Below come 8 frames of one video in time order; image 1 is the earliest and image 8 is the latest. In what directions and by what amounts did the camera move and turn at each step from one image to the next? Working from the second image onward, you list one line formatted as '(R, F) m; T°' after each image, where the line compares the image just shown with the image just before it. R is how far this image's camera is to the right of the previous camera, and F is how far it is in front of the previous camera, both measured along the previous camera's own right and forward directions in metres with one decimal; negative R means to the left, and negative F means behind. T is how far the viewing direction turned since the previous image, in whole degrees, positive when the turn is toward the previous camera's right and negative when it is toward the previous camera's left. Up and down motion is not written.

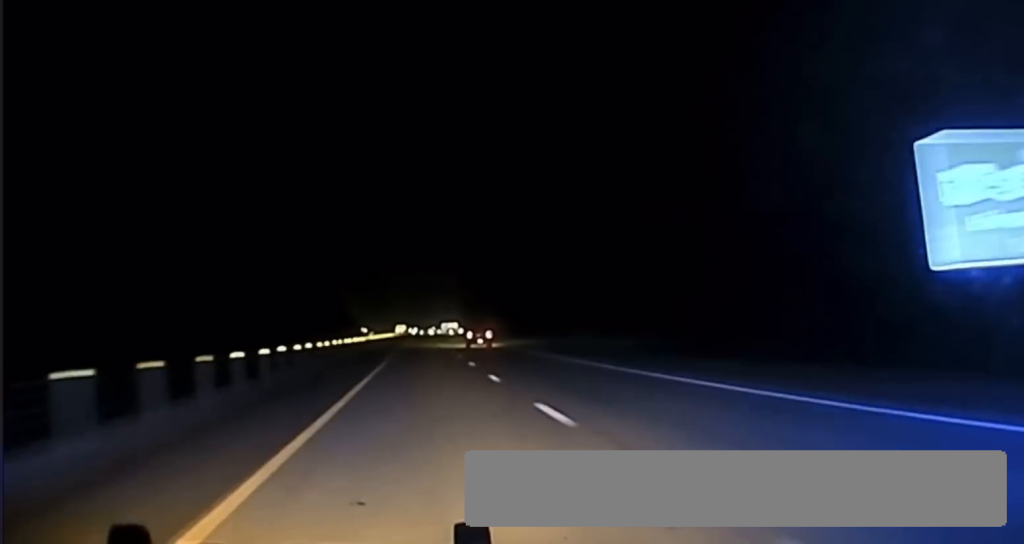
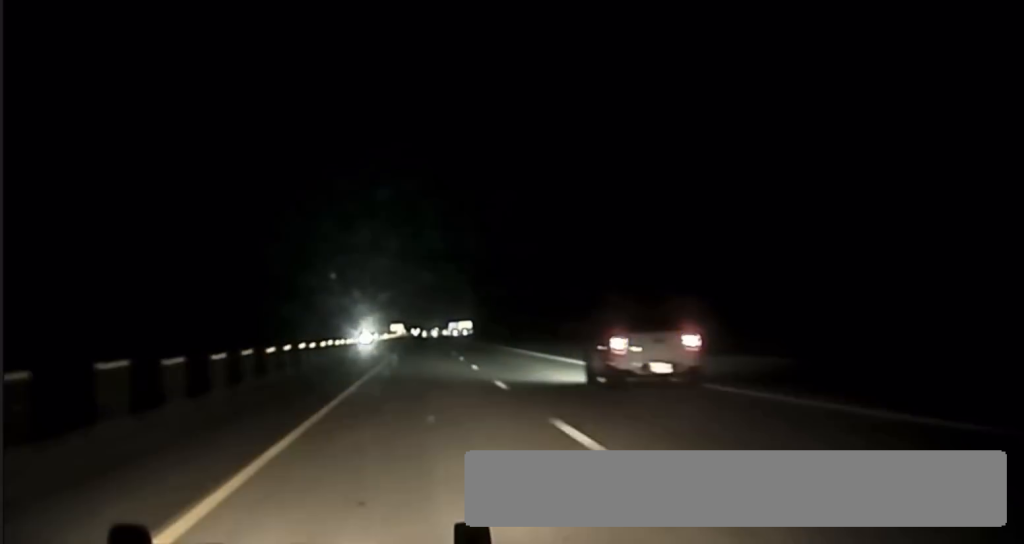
(0.0, +105.1) m; 0°
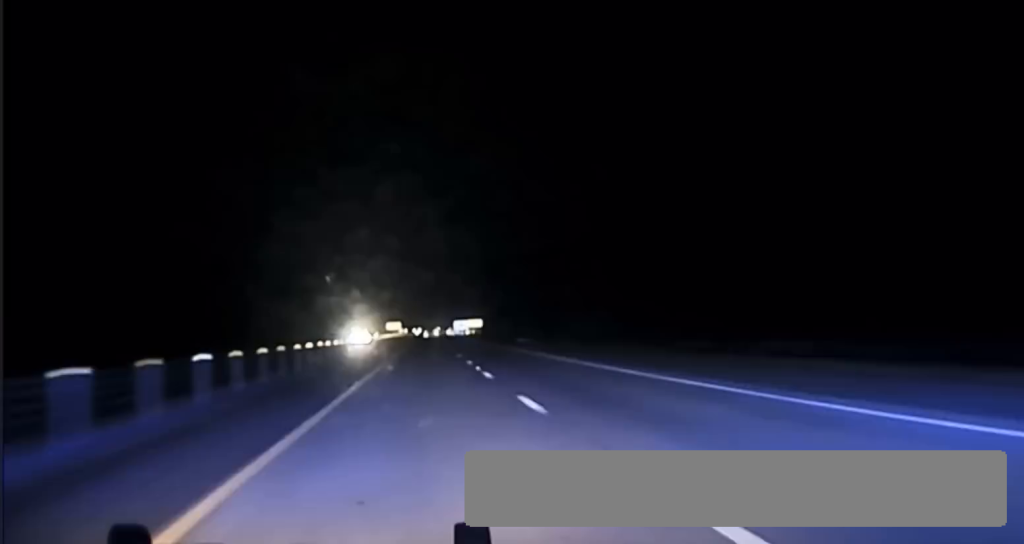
(0.0, +56.0) m; 0°
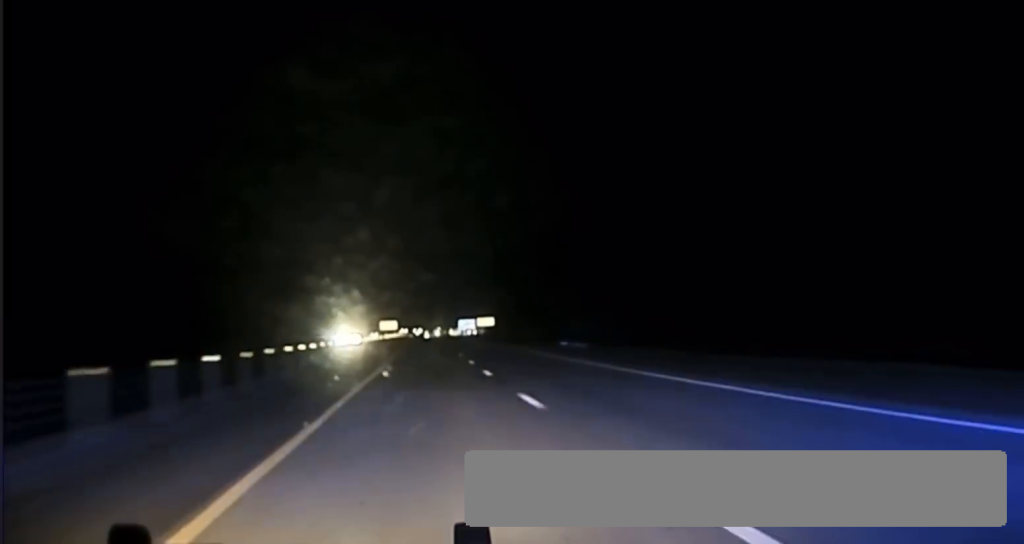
(+0.1, +52.0) m; 0°
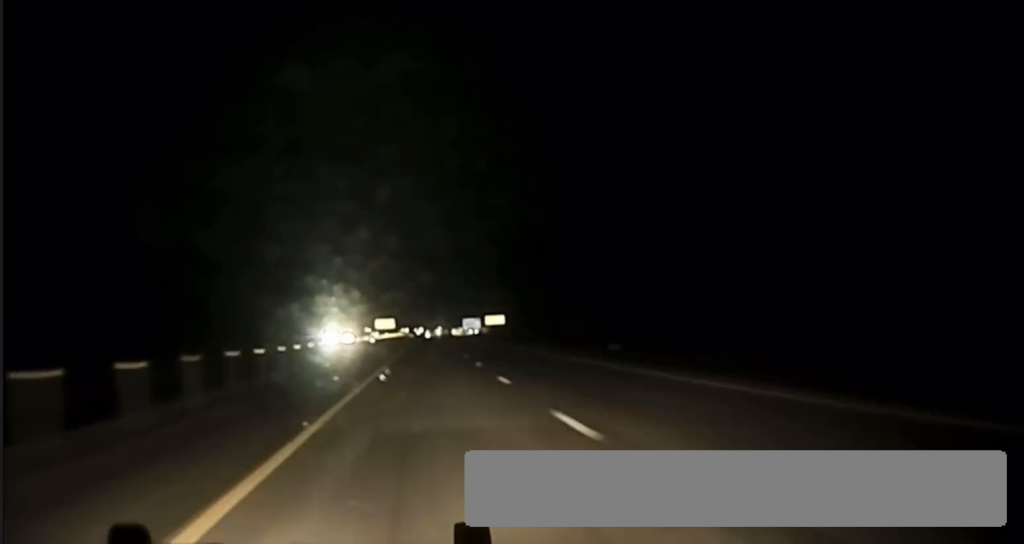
(+0.1, +30.7) m; 0°
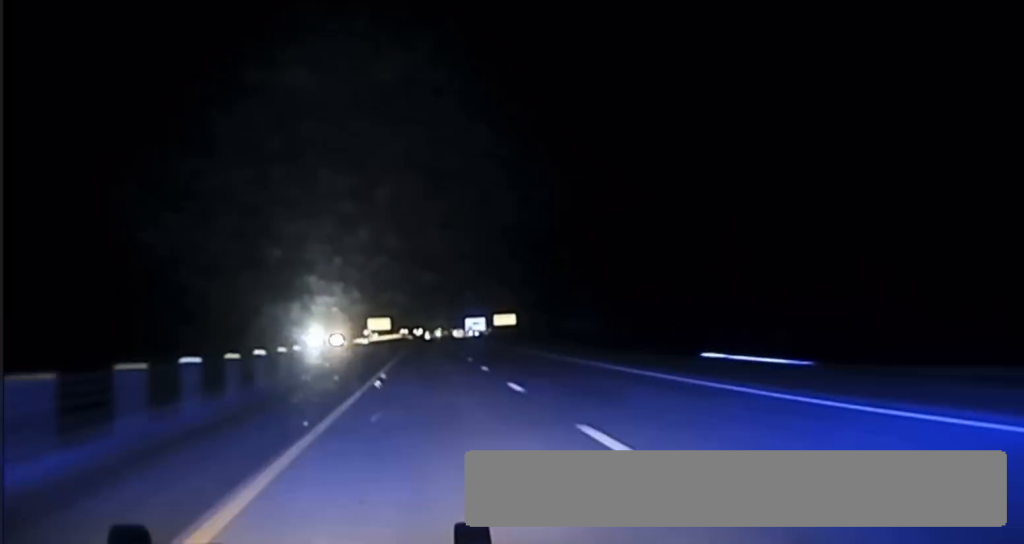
(-0.1, +28.2) m; 0°
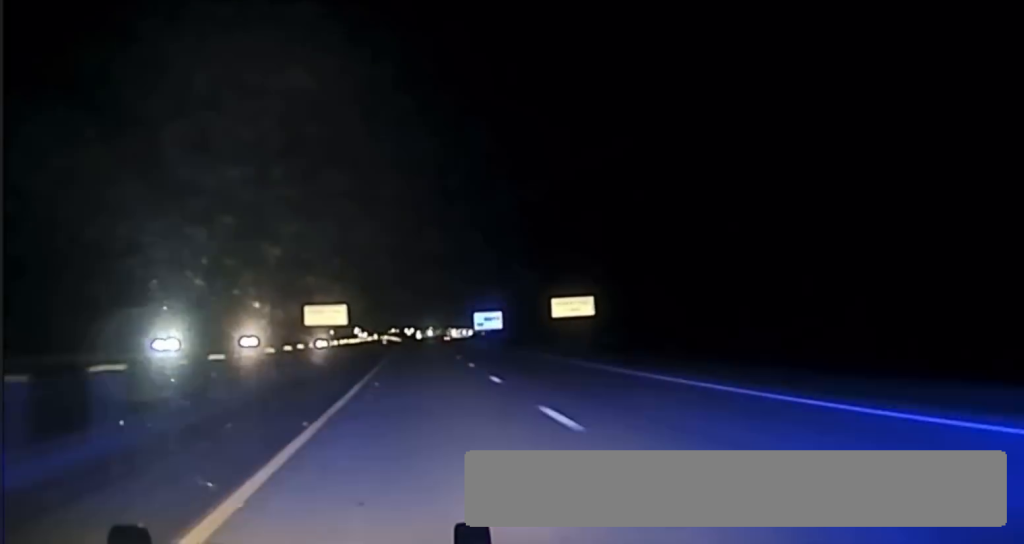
(-0.3, +95.1) m; 0°
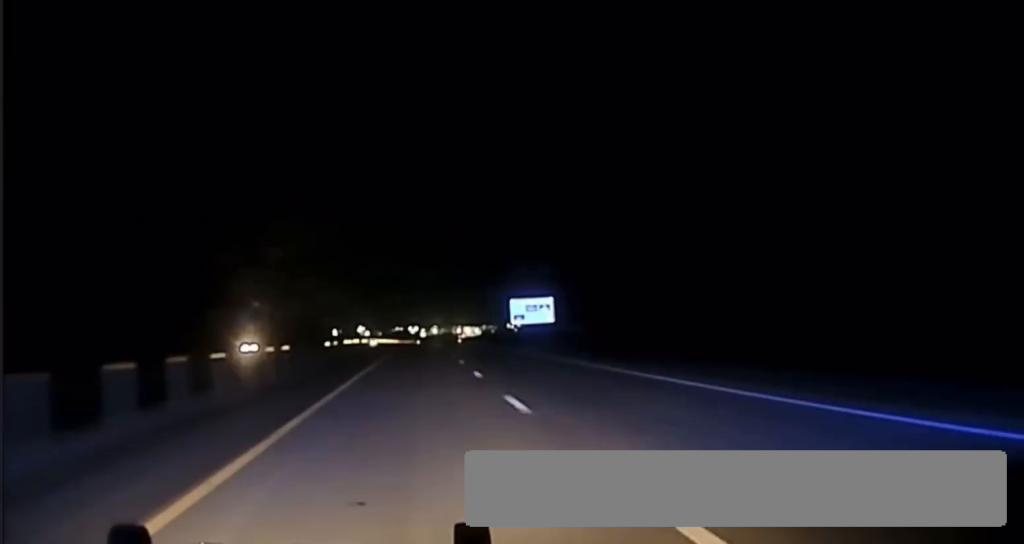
(+0.3, +80.9) m; 0°
